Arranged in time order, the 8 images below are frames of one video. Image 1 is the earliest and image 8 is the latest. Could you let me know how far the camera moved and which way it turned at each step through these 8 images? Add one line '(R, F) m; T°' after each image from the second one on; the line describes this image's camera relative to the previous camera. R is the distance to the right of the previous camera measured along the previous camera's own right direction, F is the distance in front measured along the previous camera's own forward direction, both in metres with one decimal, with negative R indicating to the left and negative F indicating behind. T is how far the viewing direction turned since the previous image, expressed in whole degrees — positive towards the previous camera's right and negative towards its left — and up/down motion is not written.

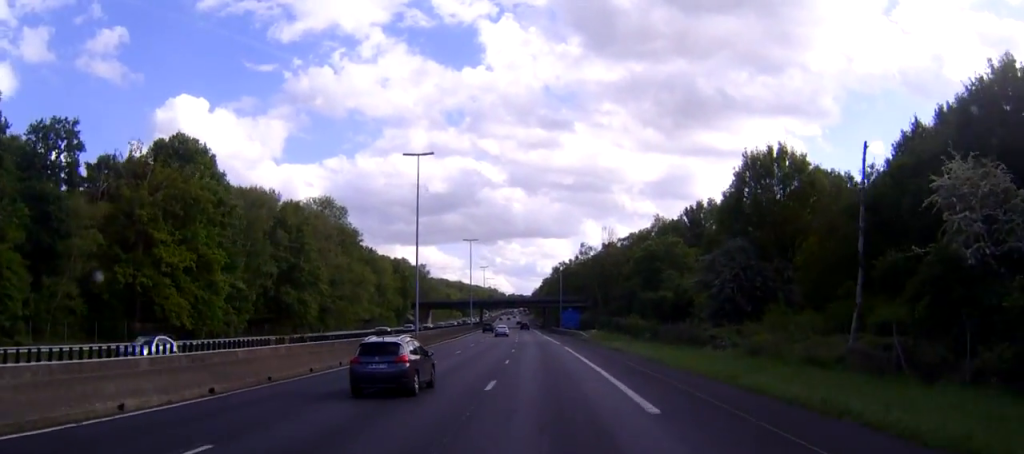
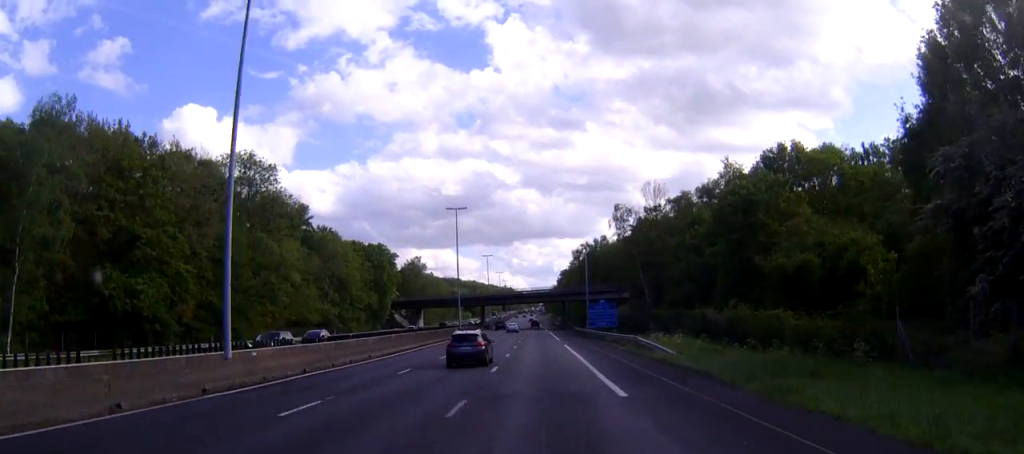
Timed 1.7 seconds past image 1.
(-0.6, +45.1) m; -1°
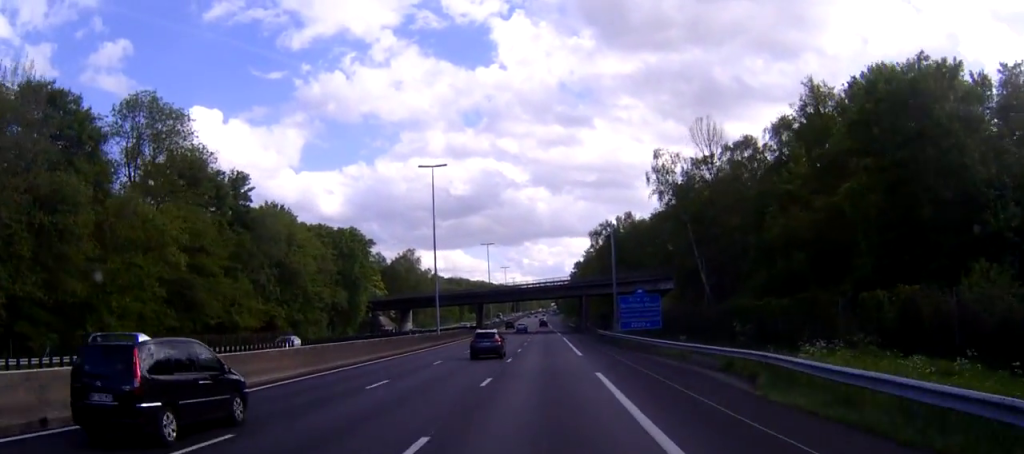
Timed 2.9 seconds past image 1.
(-0.2, +29.6) m; -1°
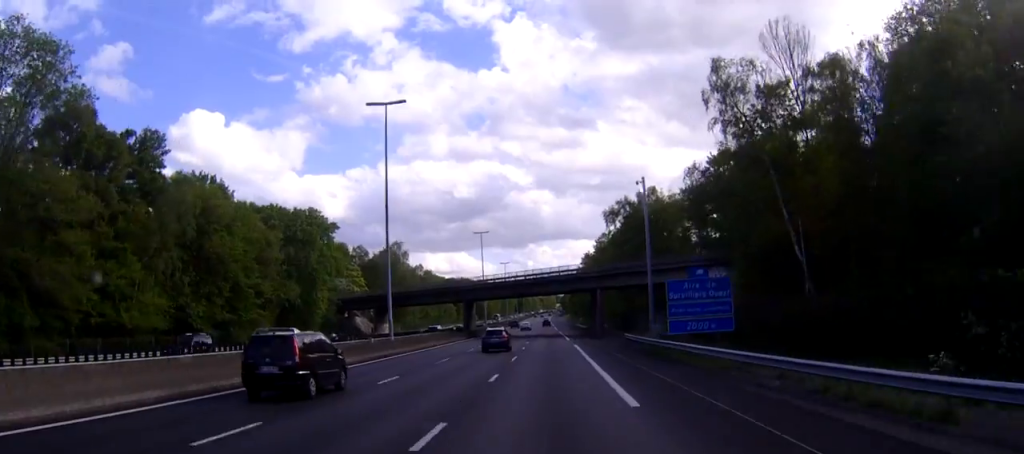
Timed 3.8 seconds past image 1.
(-0.1, +24.5) m; -1°
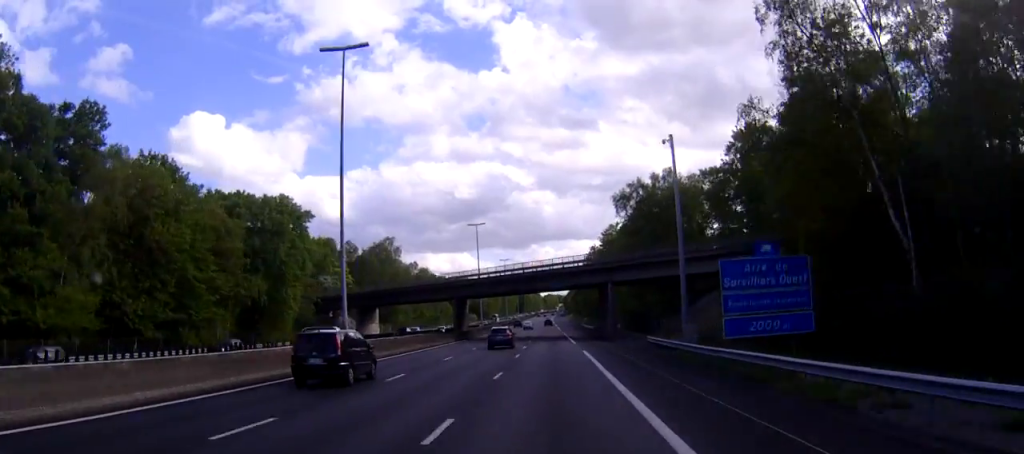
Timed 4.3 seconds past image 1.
(0.0, +12.2) m; 0°
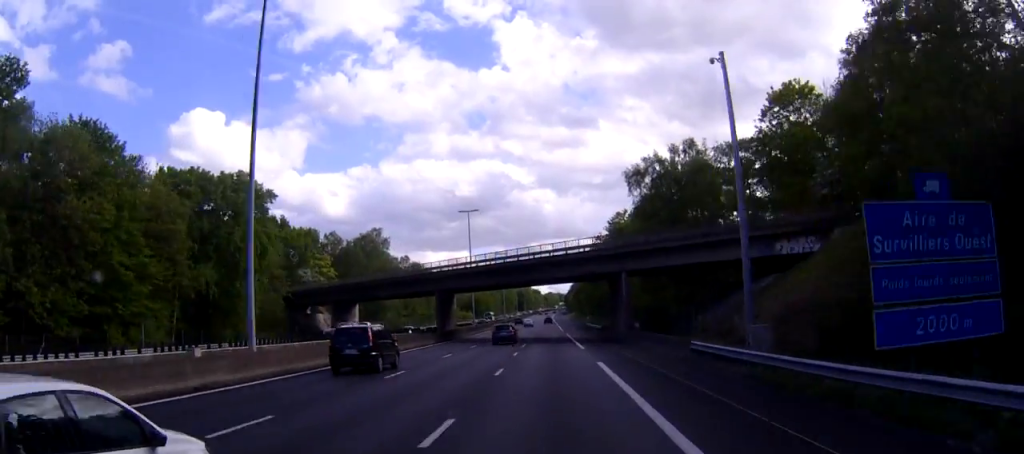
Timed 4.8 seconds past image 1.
(0.0, +13.2) m; 0°
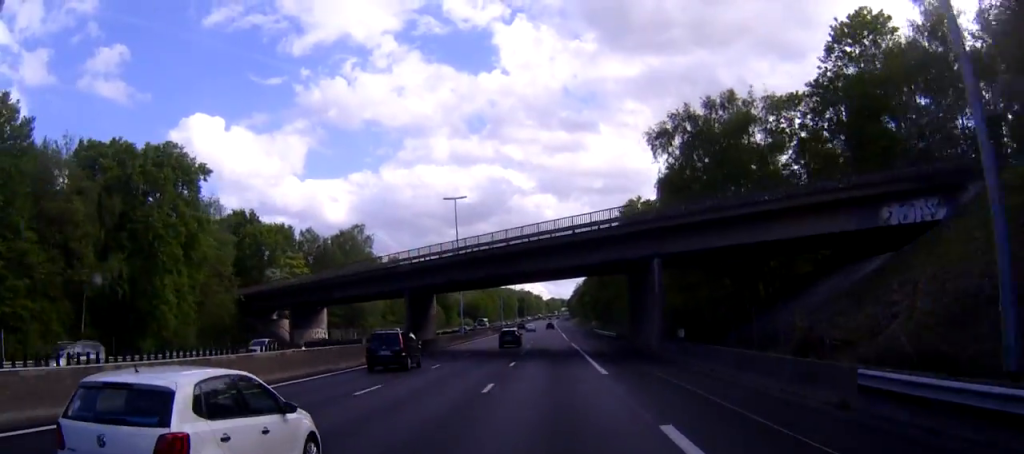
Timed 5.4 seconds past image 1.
(0.0, +16.7) m; 0°
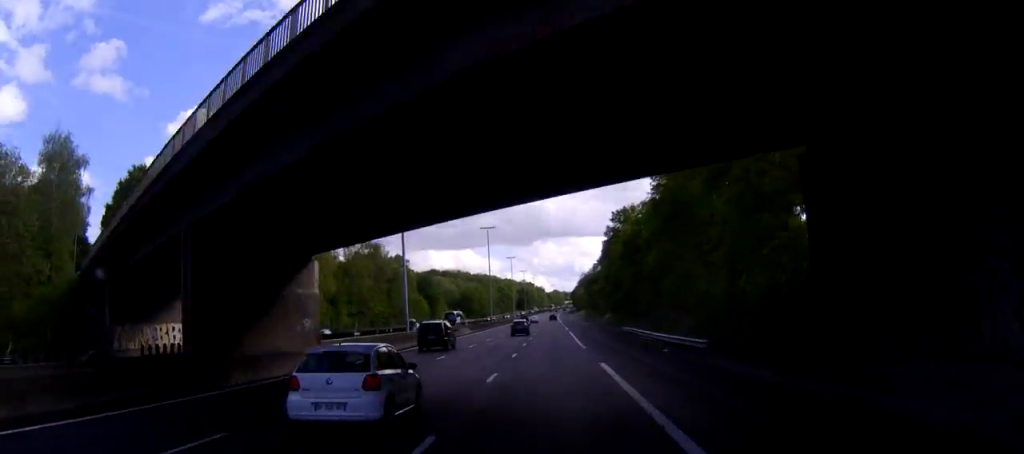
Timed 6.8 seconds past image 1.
(0.0, +37.0) m; 0°
